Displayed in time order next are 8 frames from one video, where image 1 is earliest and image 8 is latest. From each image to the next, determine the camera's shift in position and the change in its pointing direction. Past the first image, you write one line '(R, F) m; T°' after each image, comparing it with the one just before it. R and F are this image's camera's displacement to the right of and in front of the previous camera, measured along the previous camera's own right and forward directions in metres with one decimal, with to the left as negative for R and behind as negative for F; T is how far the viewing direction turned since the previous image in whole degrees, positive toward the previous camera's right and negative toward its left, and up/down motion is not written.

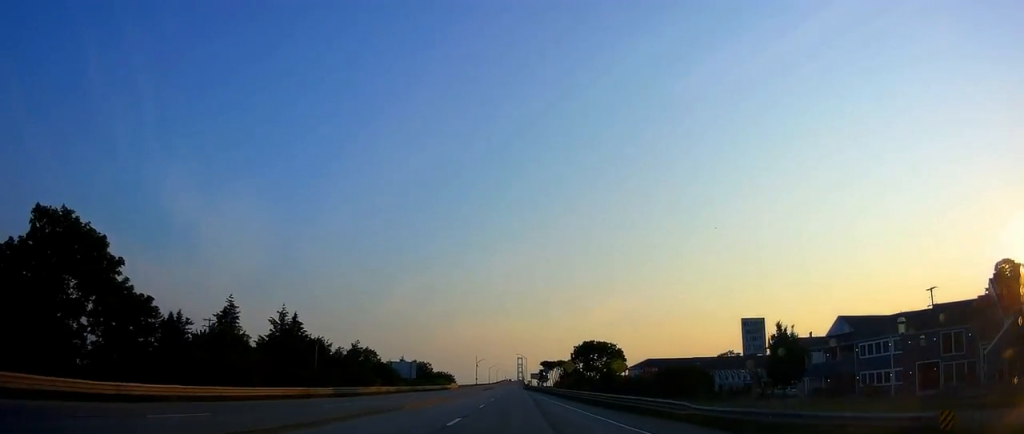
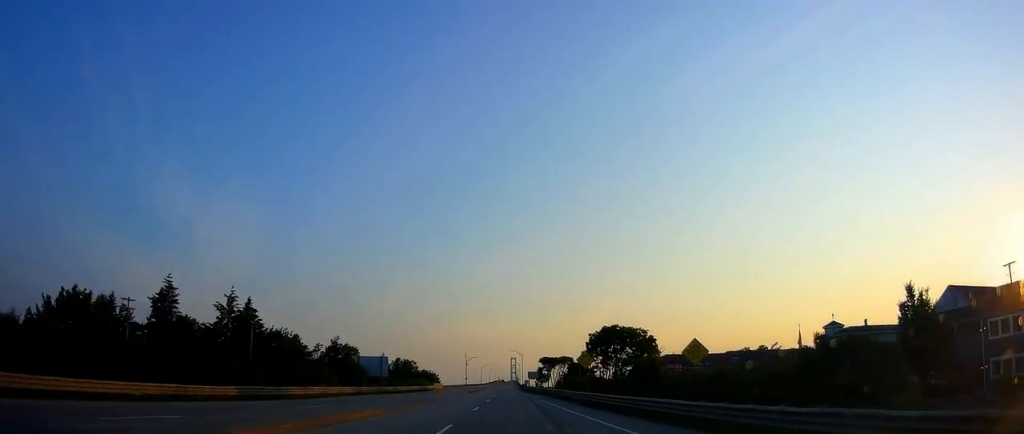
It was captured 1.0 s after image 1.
(+0.2, +19.2) m; -1°
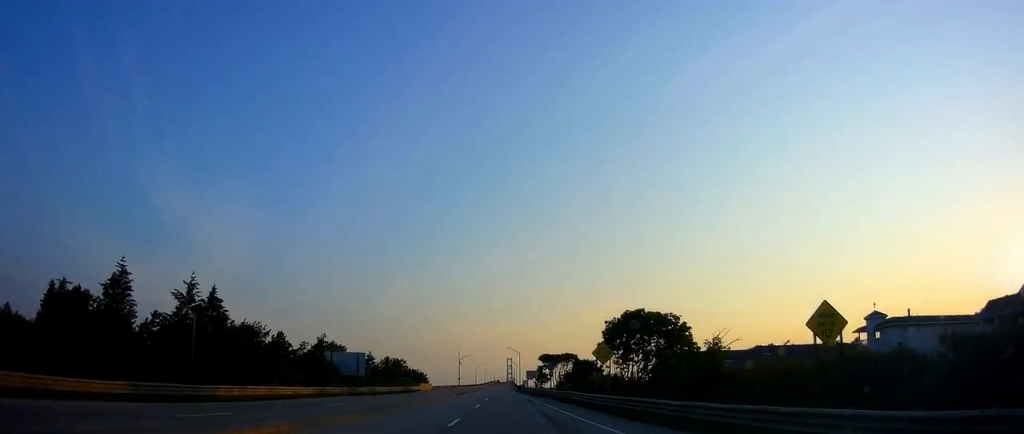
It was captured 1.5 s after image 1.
(-0.2, +11.5) m; -1°
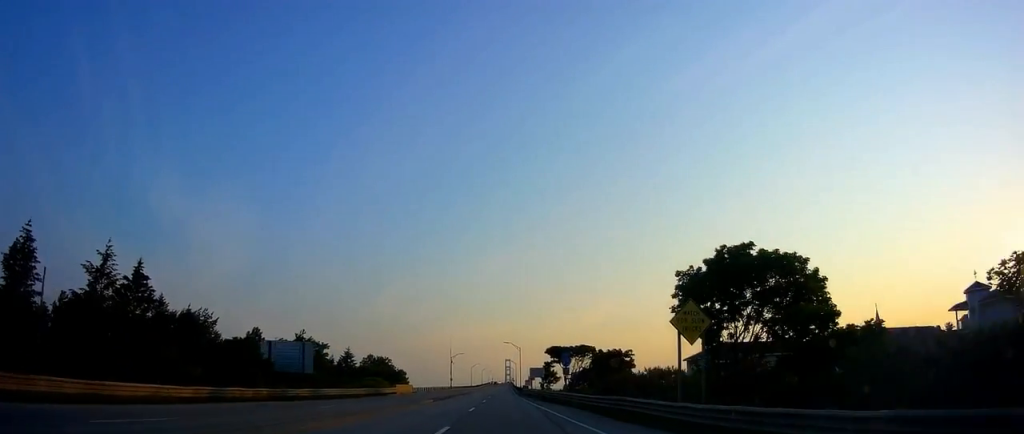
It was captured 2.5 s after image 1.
(-0.1, +19.2) m; 0°
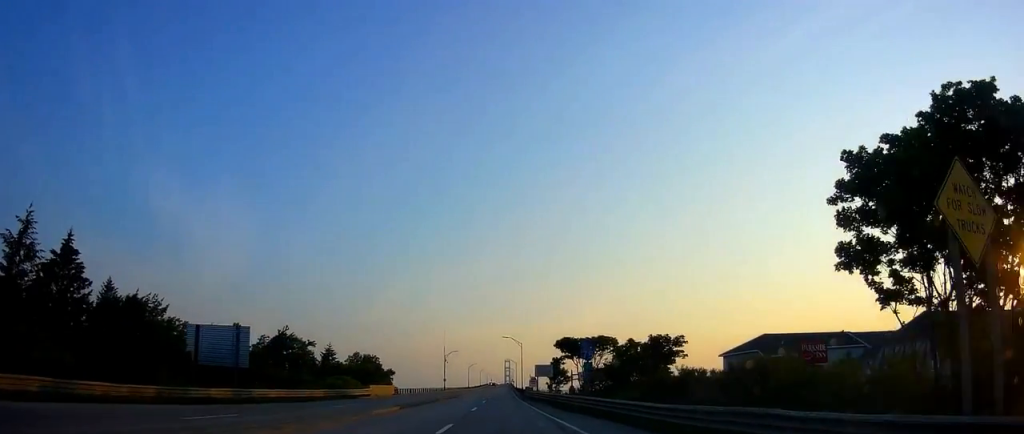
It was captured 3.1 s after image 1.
(0.0, +14.0) m; 0°
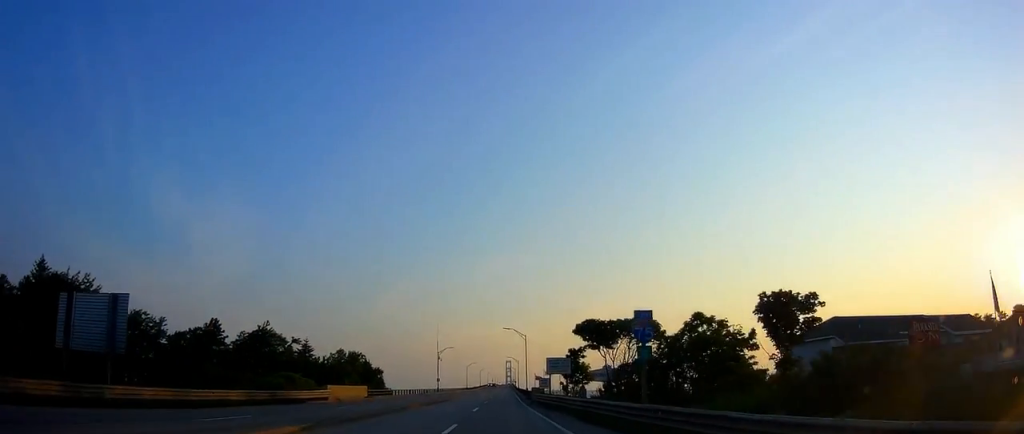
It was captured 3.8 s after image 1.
(0.0, +14.9) m; 0°
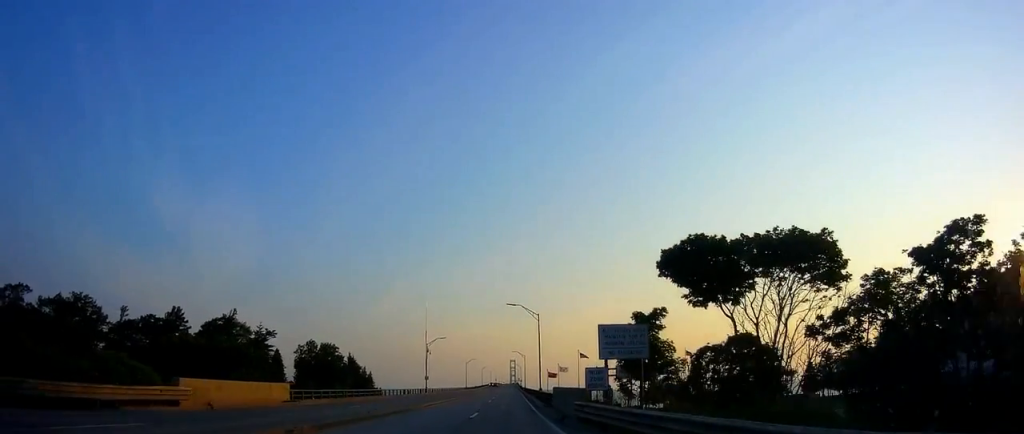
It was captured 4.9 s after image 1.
(-0.1, +22.7) m; 0°
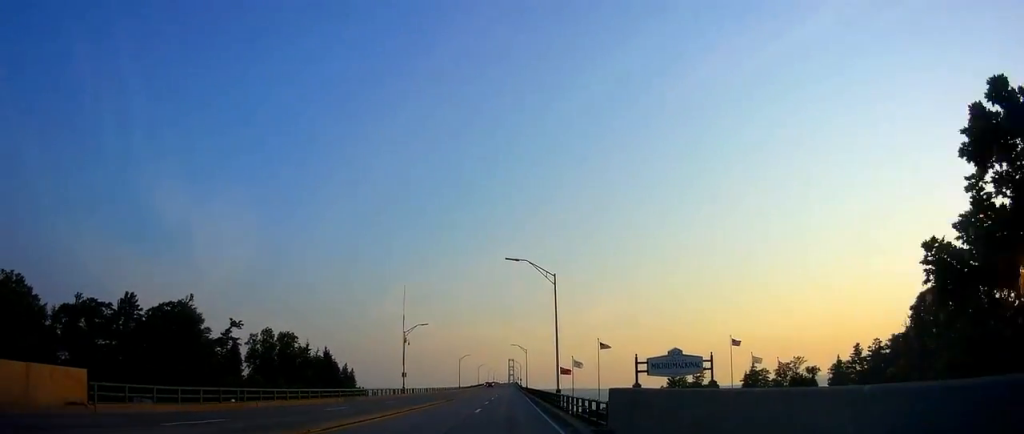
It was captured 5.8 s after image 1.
(0.0, +20.1) m; +1°
